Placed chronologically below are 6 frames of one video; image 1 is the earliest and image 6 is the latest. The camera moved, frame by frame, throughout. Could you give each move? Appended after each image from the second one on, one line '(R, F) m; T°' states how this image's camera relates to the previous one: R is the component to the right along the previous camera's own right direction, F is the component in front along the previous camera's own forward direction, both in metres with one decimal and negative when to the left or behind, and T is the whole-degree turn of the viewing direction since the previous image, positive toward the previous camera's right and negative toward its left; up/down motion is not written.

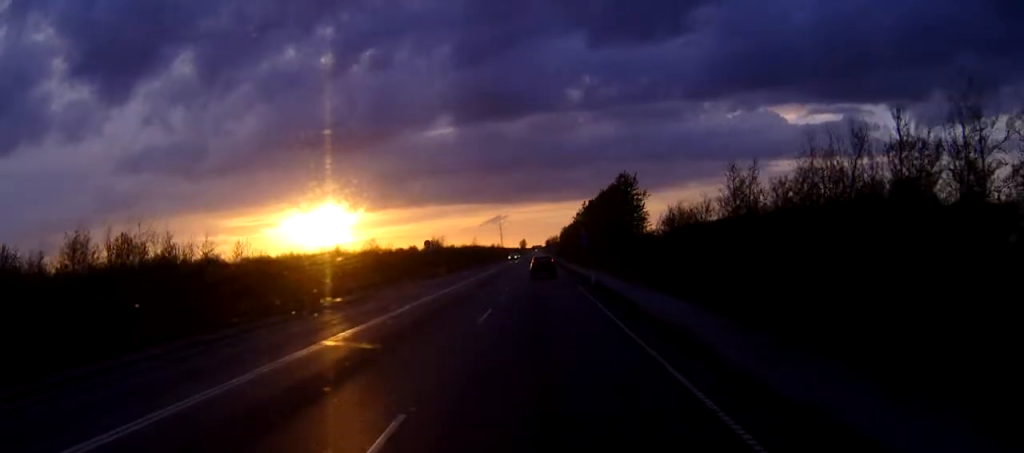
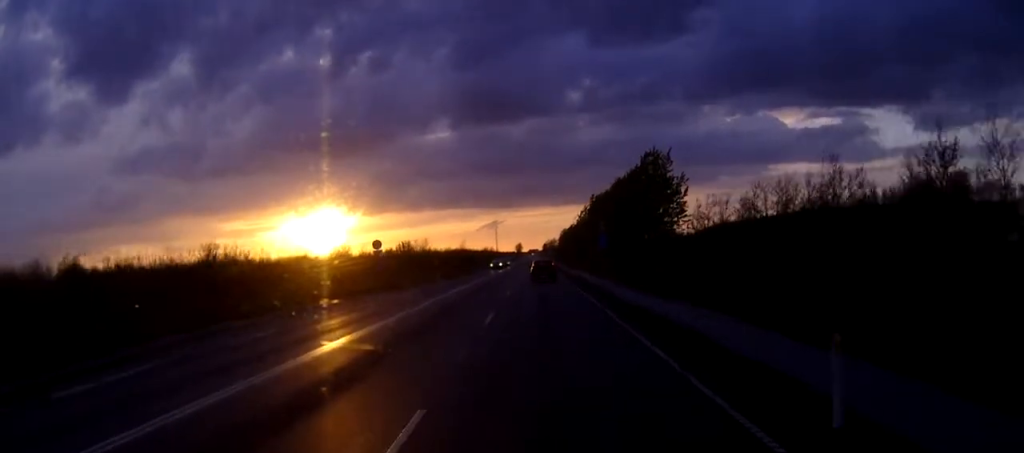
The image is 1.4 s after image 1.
(-0.1, +29.7) m; 0°
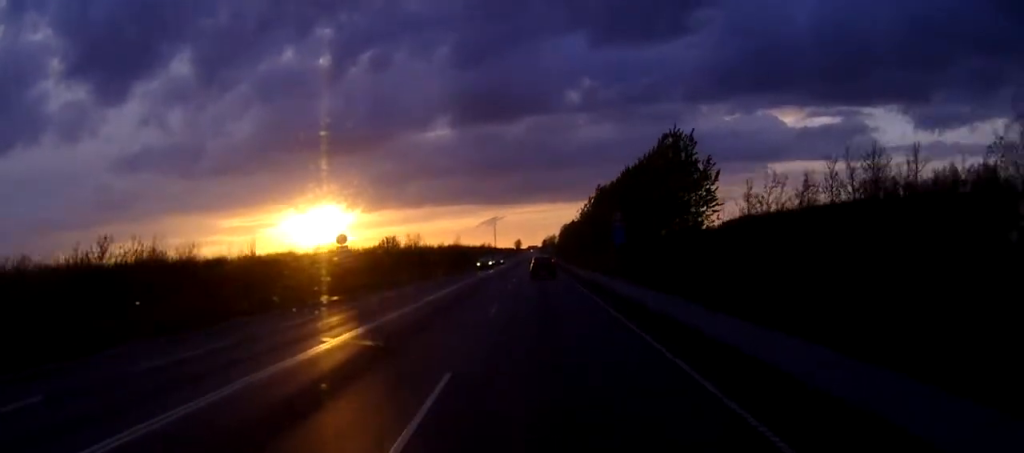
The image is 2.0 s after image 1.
(0.0, +12.5) m; 0°
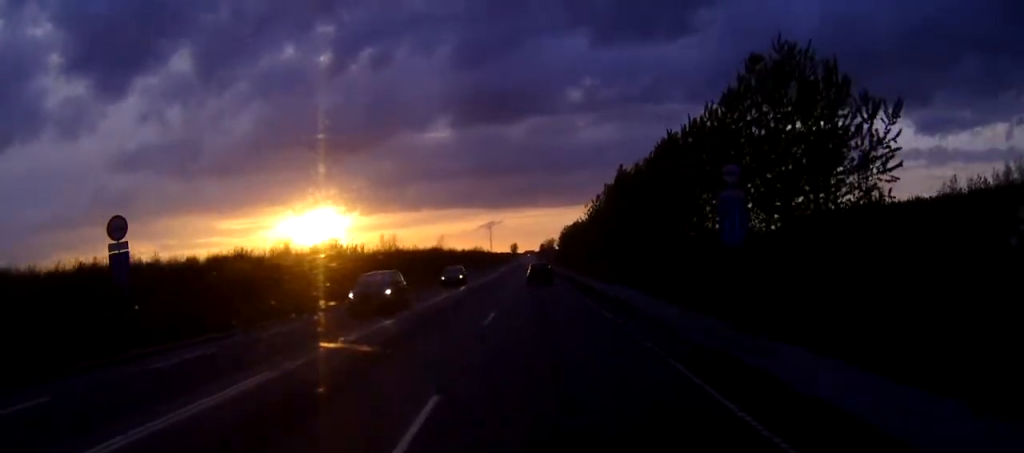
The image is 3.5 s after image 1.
(+0.2, +31.4) m; 0°
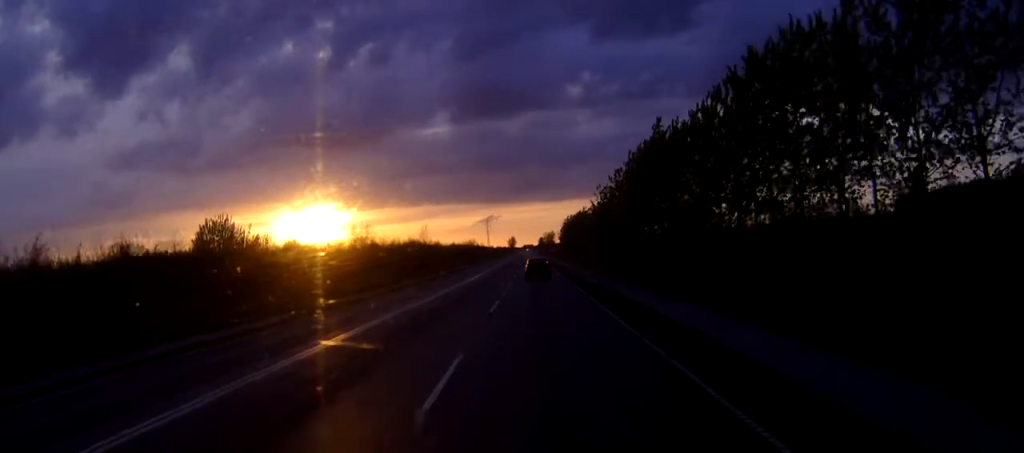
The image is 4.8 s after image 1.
(0.0, +26.6) m; 0°
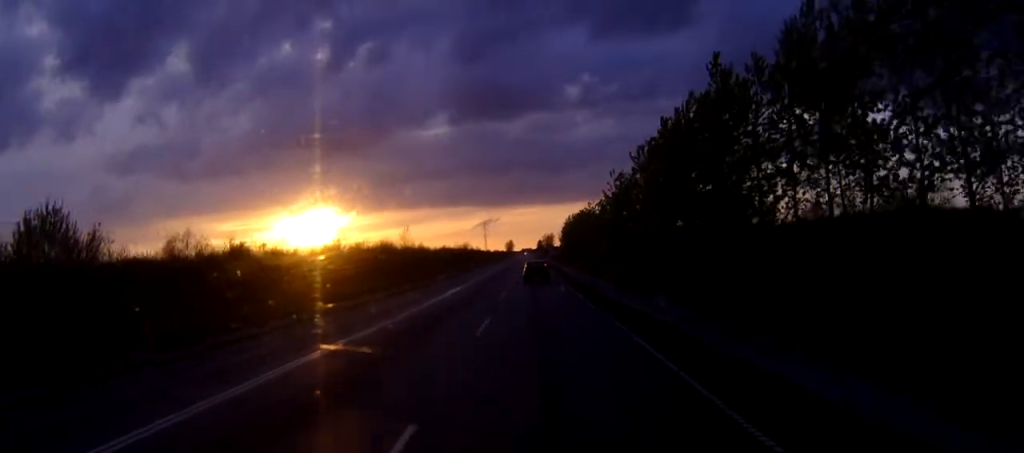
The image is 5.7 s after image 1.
(0.0, +19.7) m; 0°
